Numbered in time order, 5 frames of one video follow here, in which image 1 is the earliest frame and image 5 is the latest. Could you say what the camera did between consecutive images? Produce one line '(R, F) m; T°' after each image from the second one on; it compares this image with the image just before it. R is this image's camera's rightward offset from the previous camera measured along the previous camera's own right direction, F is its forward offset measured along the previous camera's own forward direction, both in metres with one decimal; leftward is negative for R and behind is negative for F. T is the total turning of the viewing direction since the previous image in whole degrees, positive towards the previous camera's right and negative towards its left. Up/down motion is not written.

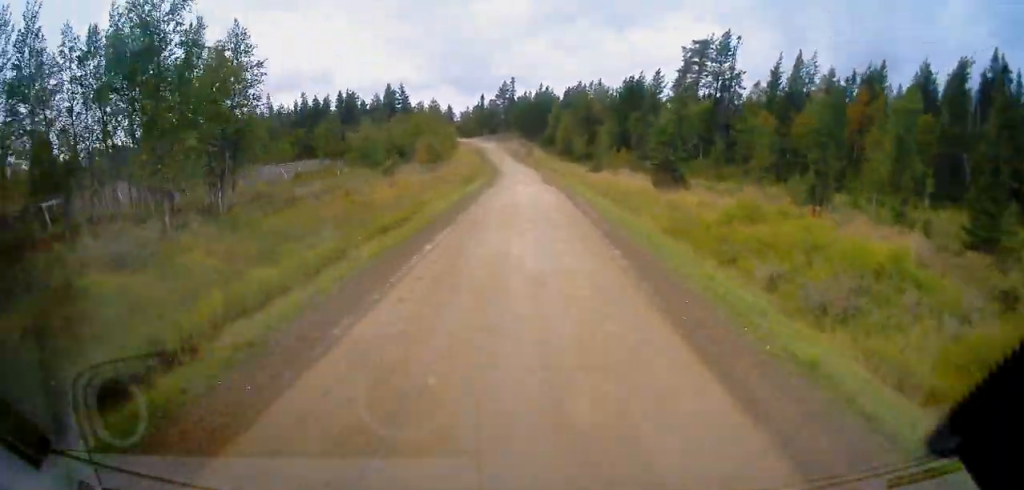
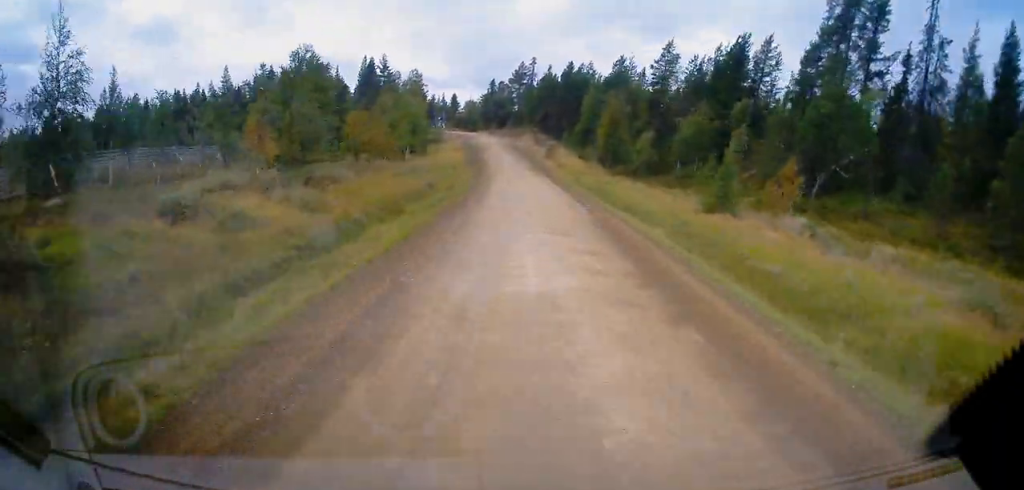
(0.0, +35.1) m; -3°
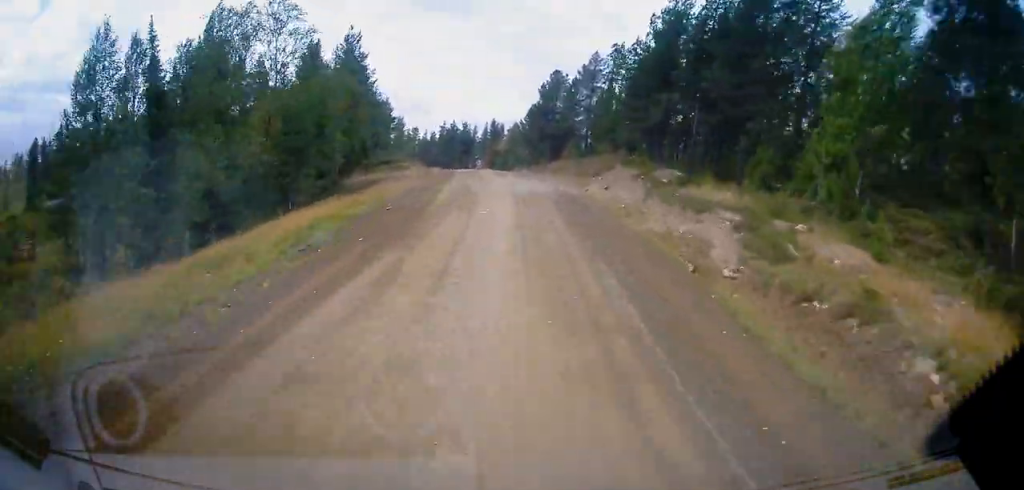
(-6.4, +46.7) m; -9°
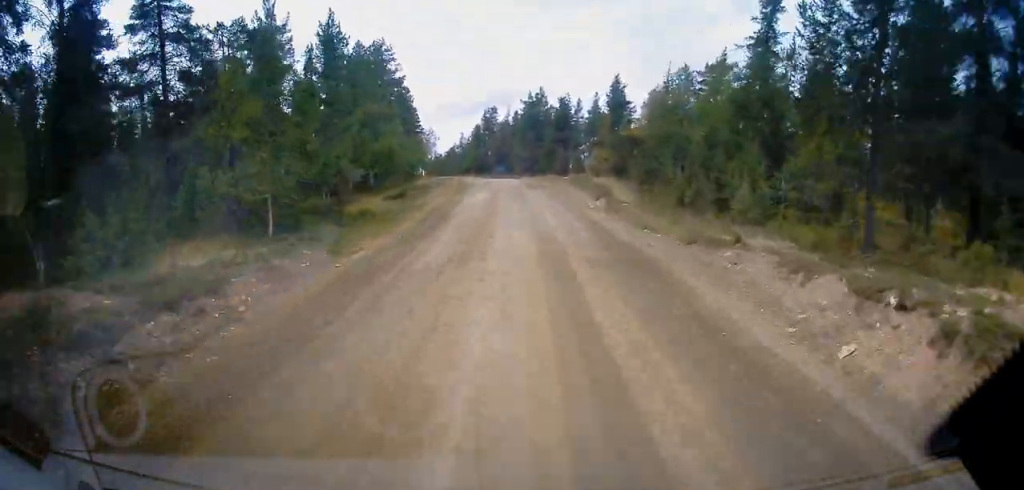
(+5.9, +64.8) m; +2°
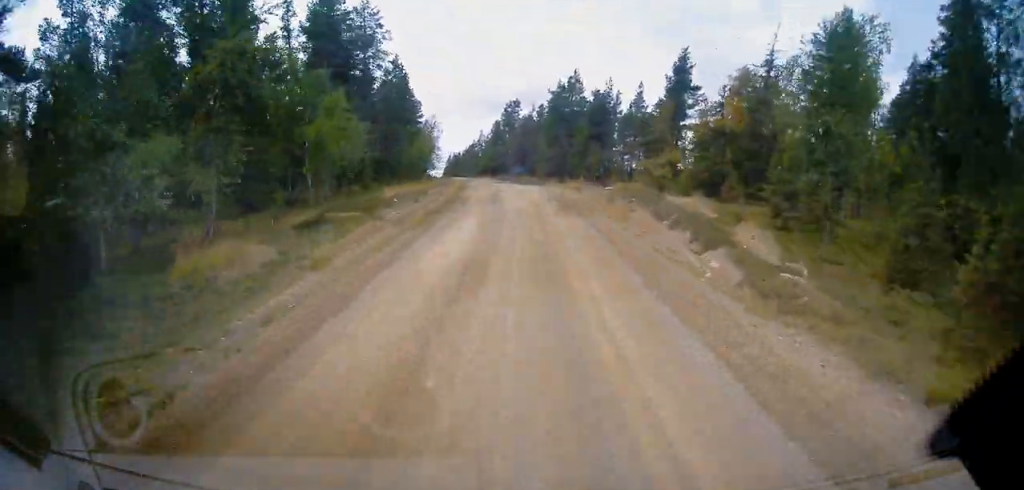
(-1.7, +21.7) m; -11°
